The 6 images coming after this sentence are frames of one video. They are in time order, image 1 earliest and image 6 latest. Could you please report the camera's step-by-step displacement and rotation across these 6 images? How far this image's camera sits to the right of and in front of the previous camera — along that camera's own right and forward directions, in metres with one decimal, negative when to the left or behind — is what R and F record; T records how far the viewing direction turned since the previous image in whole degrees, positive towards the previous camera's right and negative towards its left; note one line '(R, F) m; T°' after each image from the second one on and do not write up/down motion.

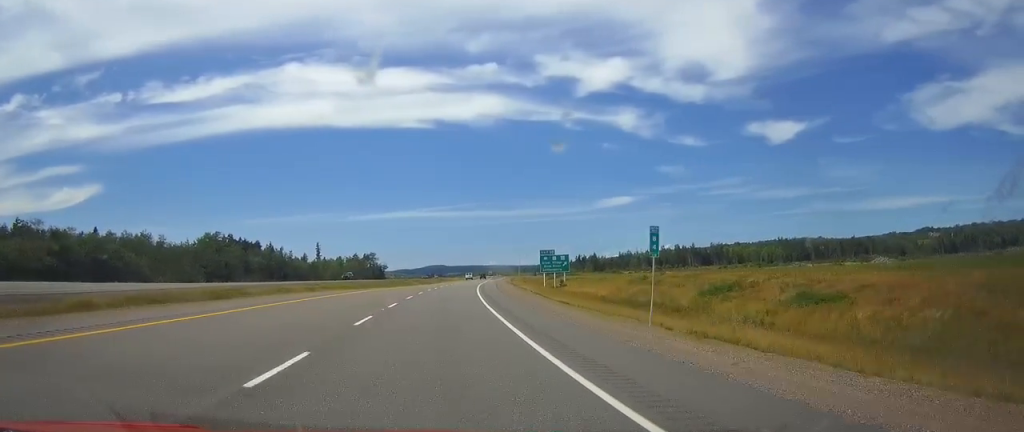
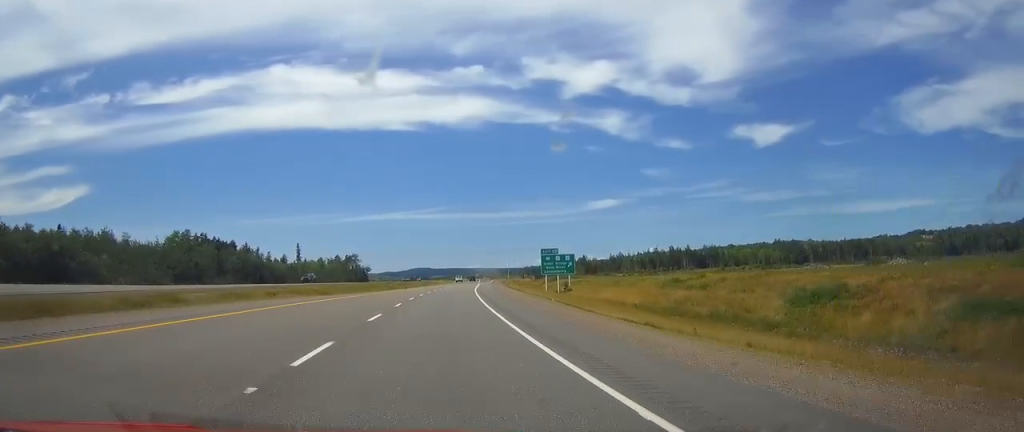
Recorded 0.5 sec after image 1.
(0.0, +15.8) m; 0°
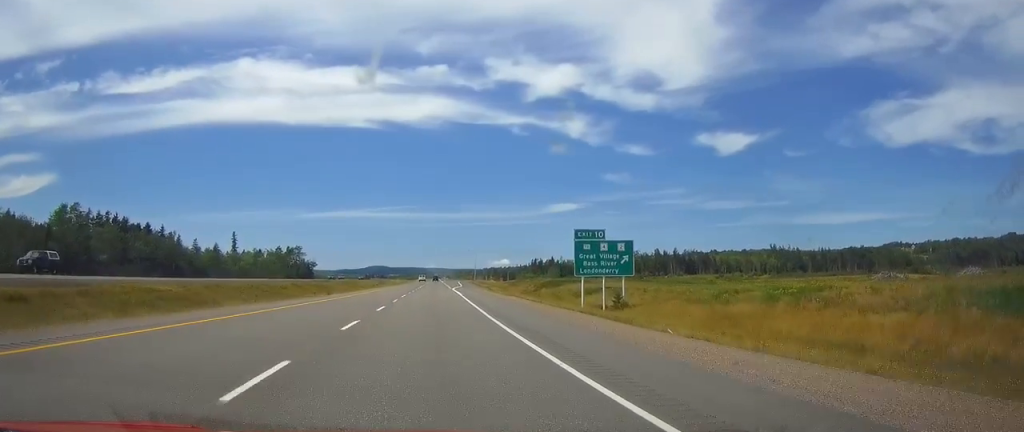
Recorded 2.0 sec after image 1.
(0.0, +47.5) m; 0°
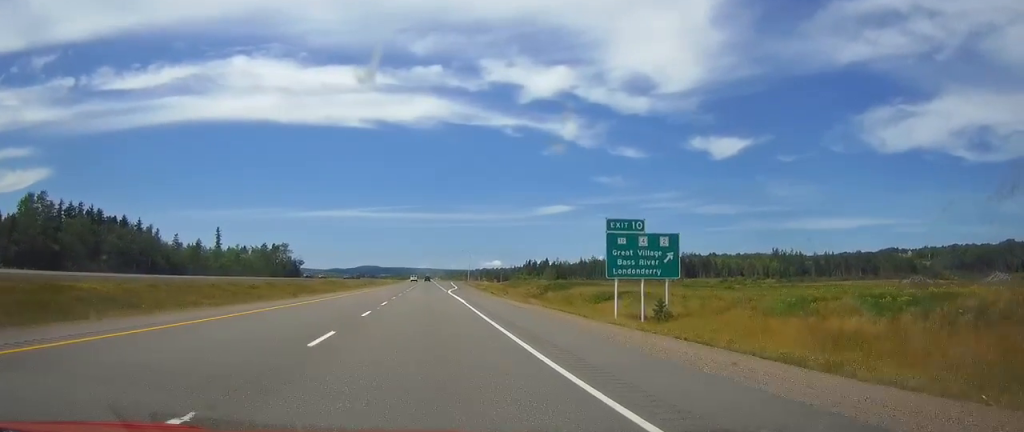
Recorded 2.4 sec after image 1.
(0.0, +12.7) m; 0°
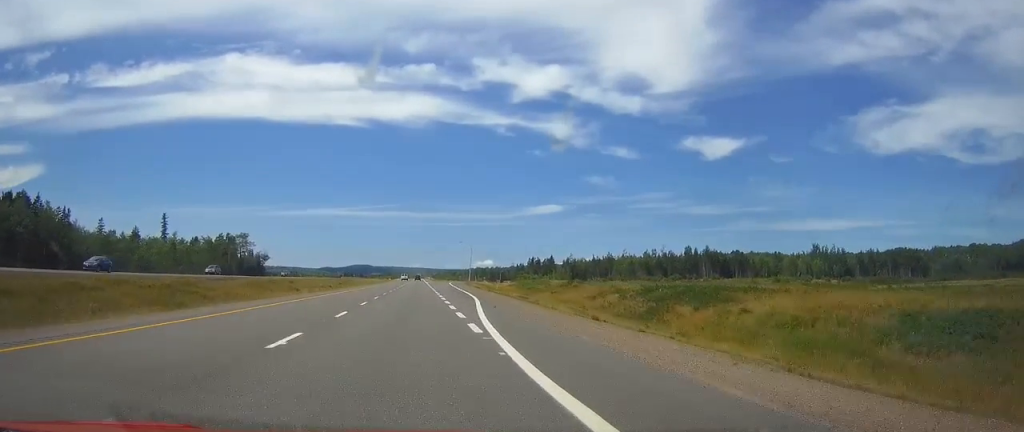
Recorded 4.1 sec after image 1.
(0.0, +53.8) m; 0°
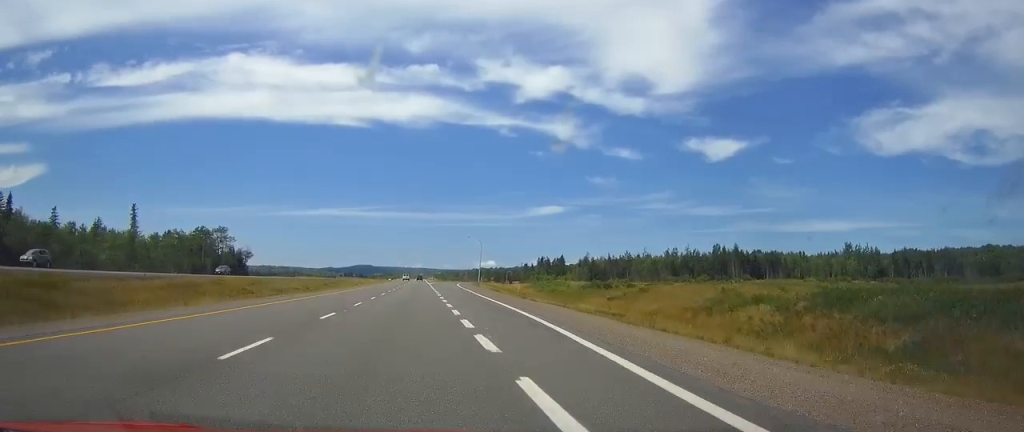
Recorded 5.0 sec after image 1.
(0.0, +28.5) m; 0°
